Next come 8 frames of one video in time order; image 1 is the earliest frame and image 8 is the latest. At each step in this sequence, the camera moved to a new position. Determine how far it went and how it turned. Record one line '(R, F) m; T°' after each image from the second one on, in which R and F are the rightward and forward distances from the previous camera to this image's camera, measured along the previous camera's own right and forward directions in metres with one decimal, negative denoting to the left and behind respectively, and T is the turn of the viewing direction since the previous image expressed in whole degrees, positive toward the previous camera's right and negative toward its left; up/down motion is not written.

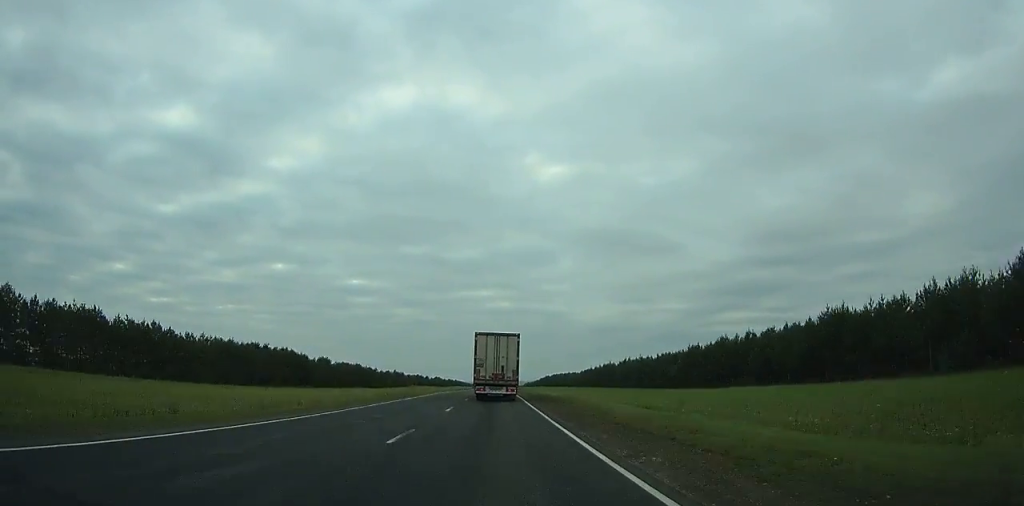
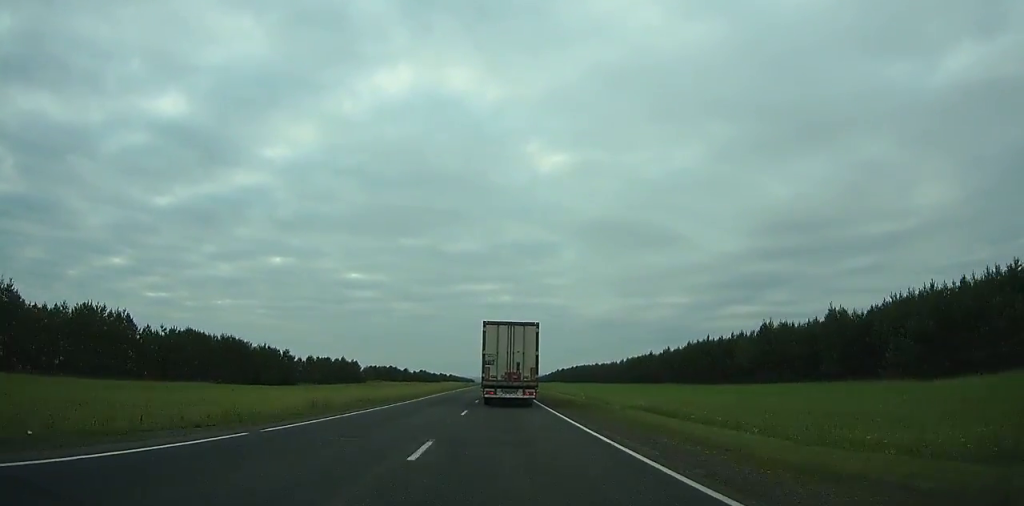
(-0.4, +97.6) m; 0°
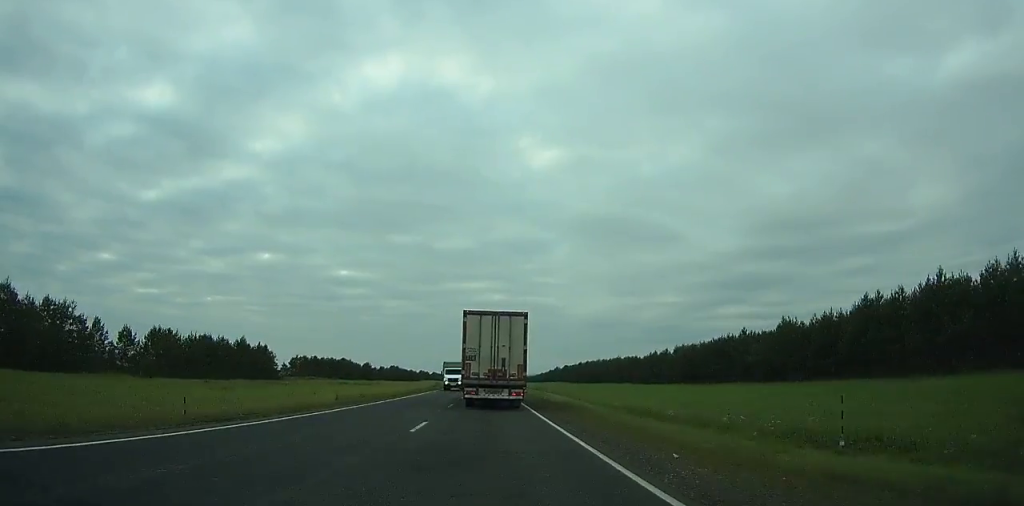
(+0.2, +67.8) m; 0°
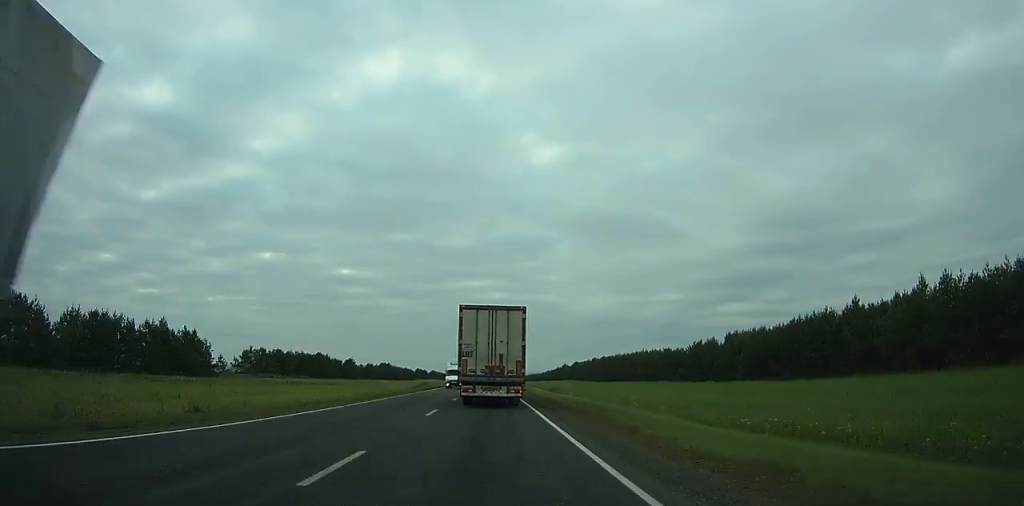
(+0.1, +31.5) m; 0°
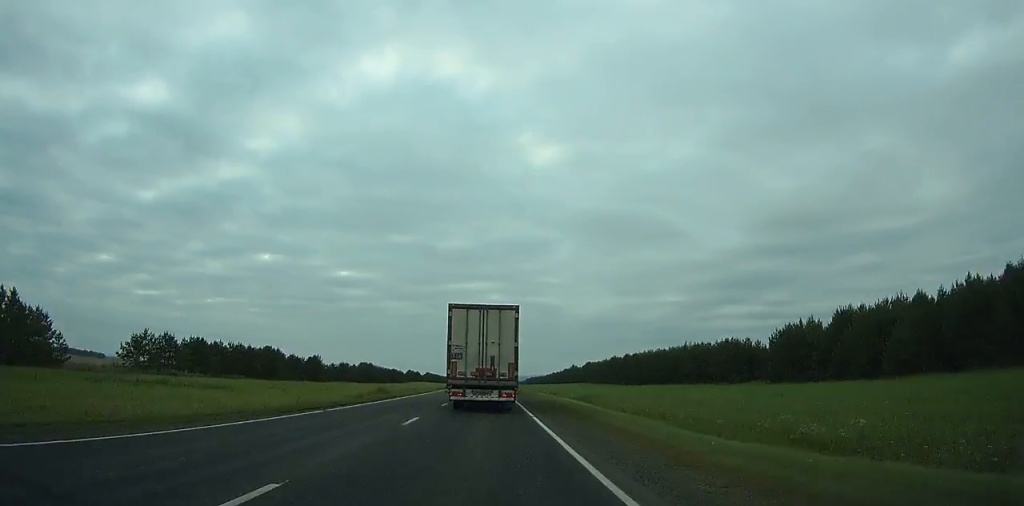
(0.0, +39.6) m; 0°
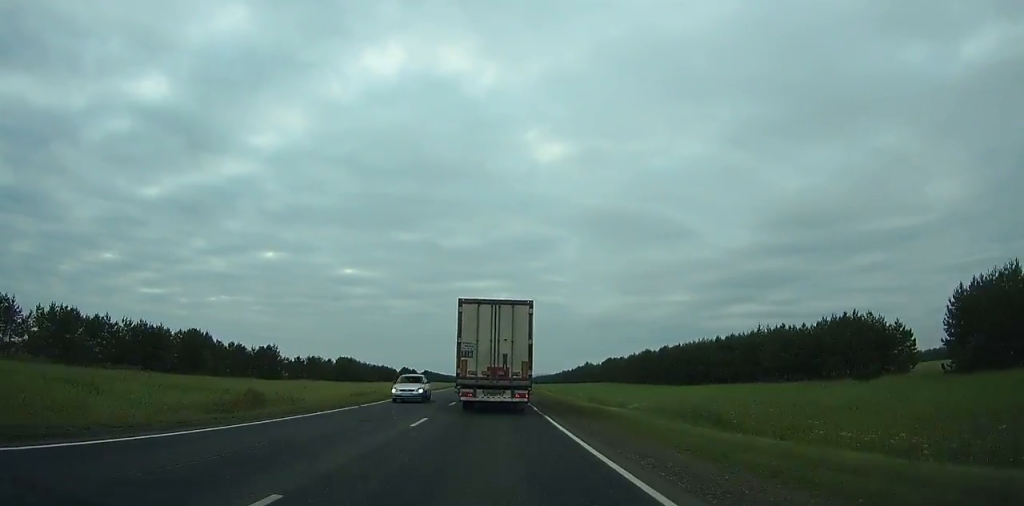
(0.0, +35.3) m; 0°
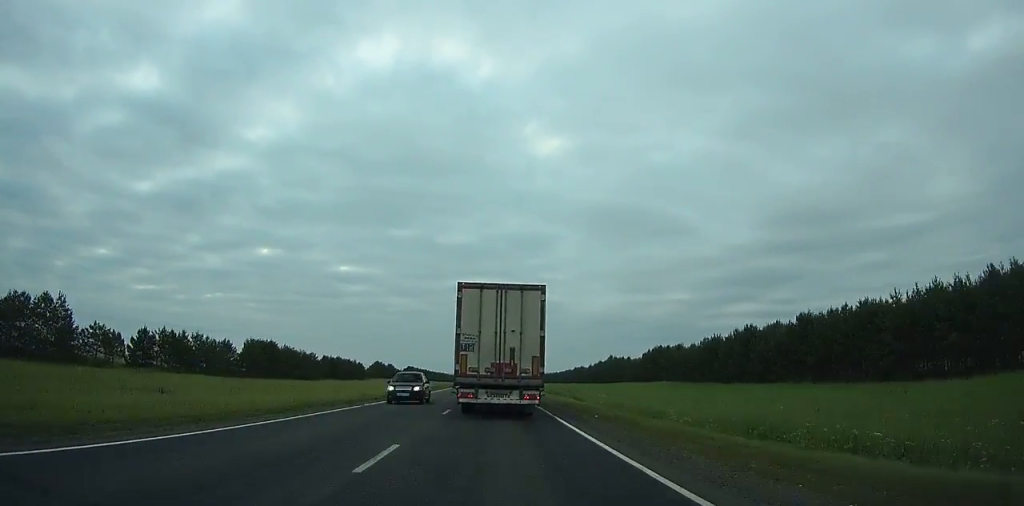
(-0.2, +65.9) m; 0°
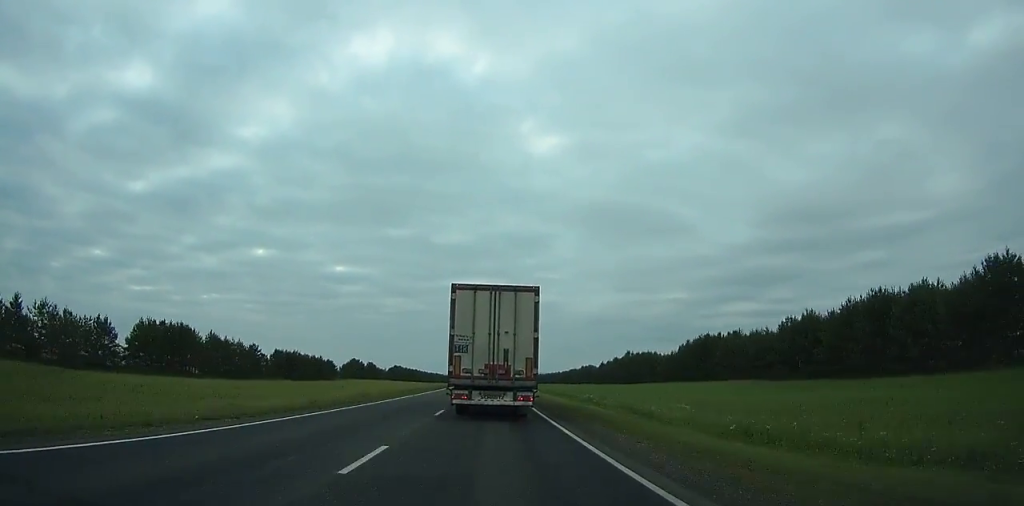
(+0.1, +36.6) m; 0°
